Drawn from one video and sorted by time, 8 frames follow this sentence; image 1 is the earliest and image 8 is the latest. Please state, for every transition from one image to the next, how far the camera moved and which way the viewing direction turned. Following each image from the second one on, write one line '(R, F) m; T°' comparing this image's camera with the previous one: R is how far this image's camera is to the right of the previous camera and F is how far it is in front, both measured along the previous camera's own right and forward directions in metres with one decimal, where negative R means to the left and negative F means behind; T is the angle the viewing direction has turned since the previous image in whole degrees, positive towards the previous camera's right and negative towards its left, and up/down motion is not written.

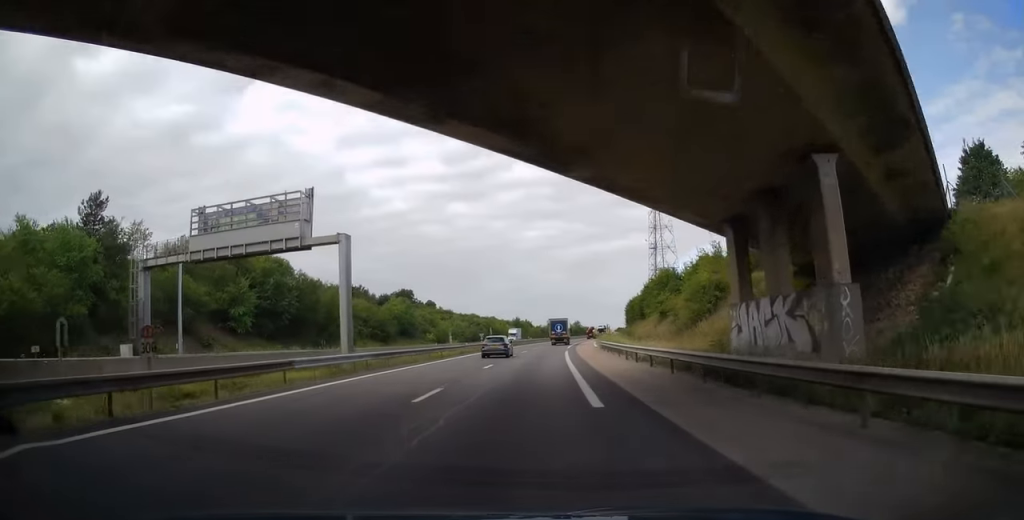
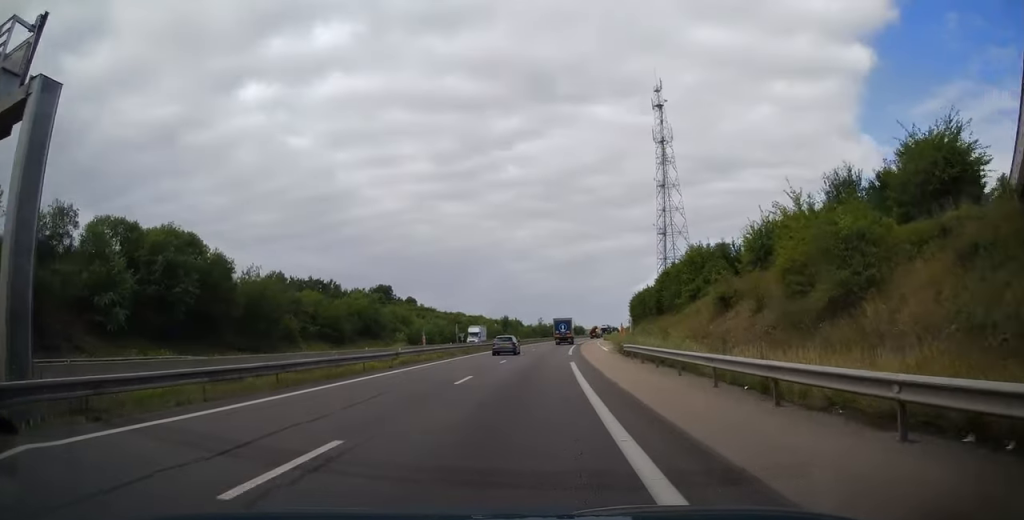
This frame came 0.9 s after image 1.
(0.0, +20.8) m; +1°
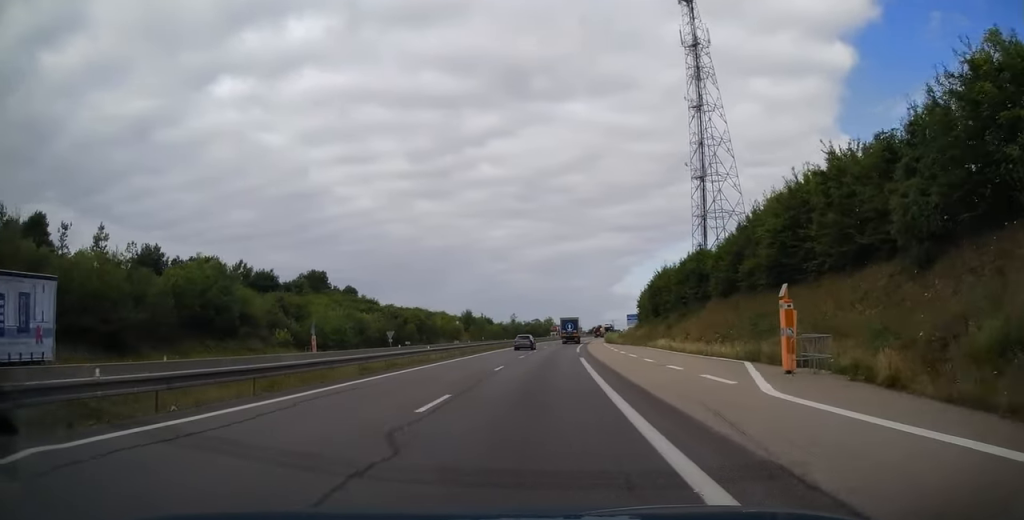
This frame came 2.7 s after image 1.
(+1.3, +45.6) m; +3°
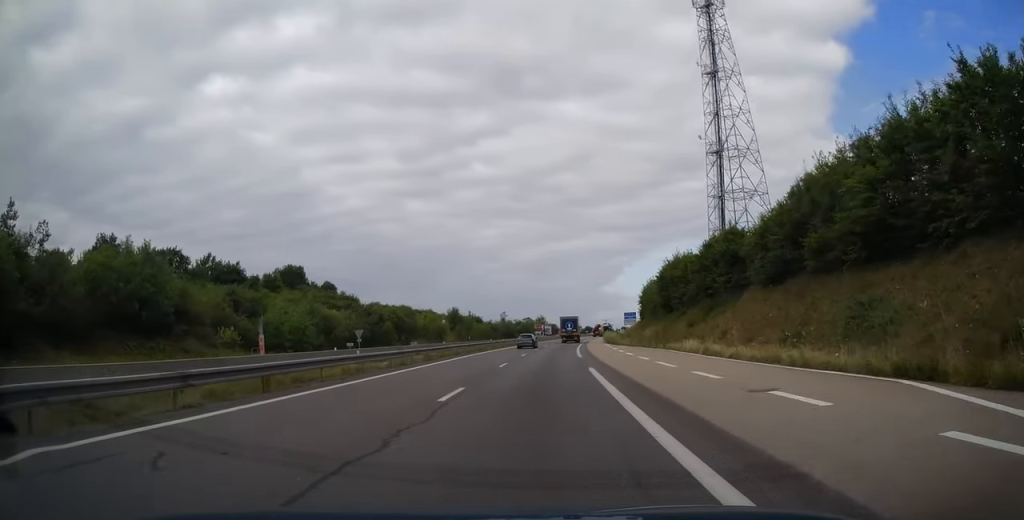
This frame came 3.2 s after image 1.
(-0.1, +11.5) m; +1°
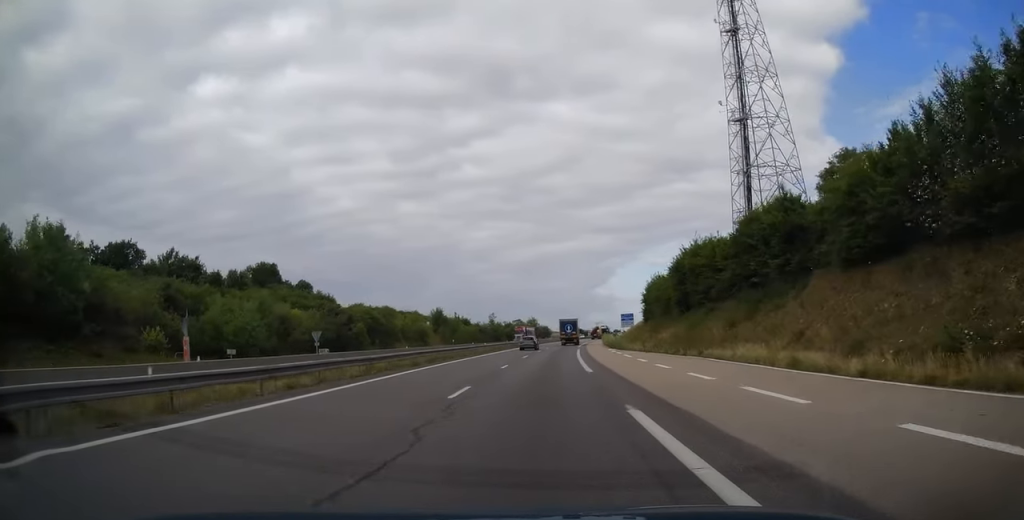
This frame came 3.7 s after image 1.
(+0.1, +11.9) m; +1°
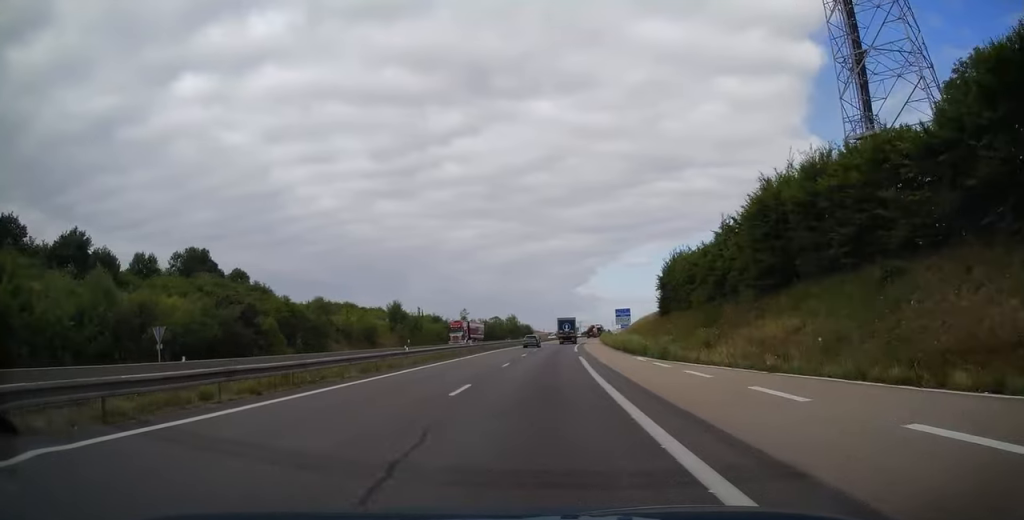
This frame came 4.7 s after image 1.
(+0.5, +25.9) m; +2°
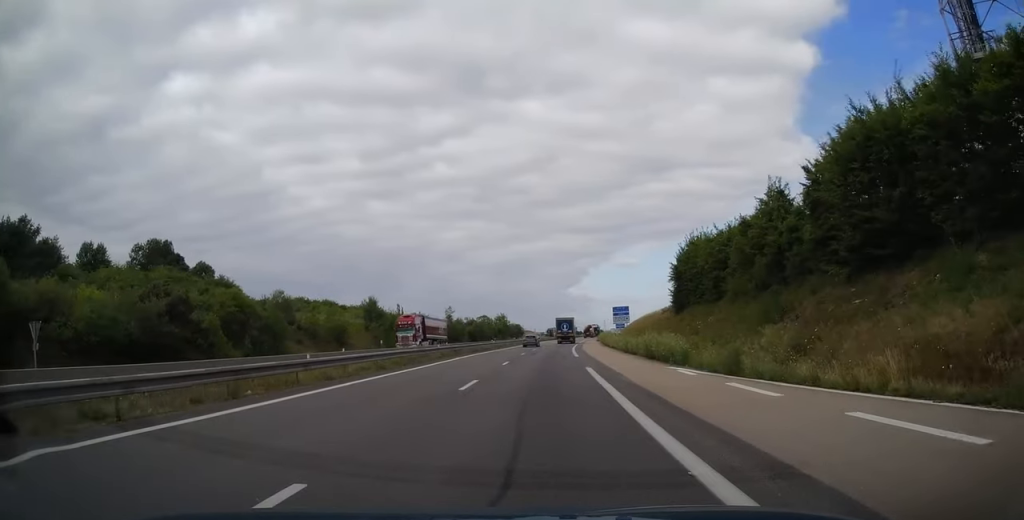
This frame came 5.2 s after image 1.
(+0.2, +11.5) m; +1°
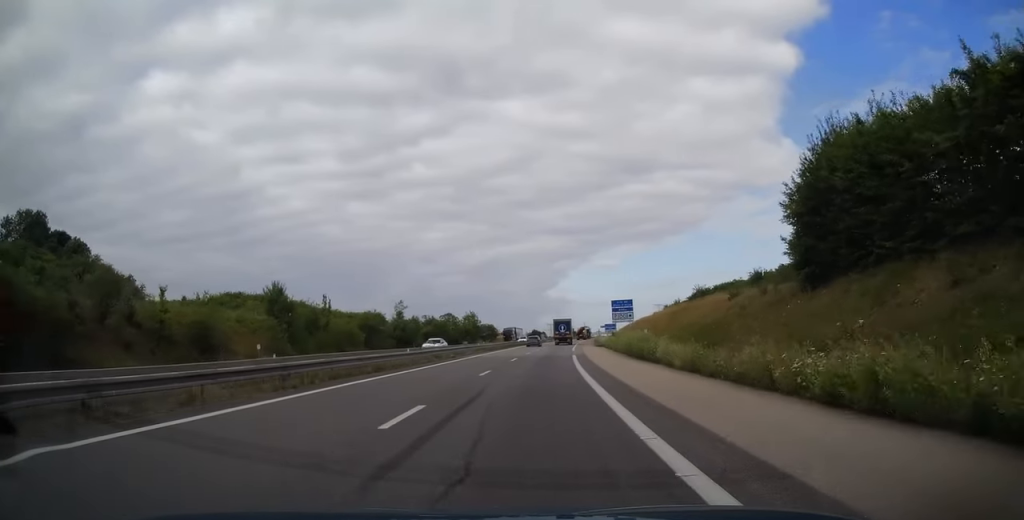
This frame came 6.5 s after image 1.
(+0.2, +32.4) m; +1°
